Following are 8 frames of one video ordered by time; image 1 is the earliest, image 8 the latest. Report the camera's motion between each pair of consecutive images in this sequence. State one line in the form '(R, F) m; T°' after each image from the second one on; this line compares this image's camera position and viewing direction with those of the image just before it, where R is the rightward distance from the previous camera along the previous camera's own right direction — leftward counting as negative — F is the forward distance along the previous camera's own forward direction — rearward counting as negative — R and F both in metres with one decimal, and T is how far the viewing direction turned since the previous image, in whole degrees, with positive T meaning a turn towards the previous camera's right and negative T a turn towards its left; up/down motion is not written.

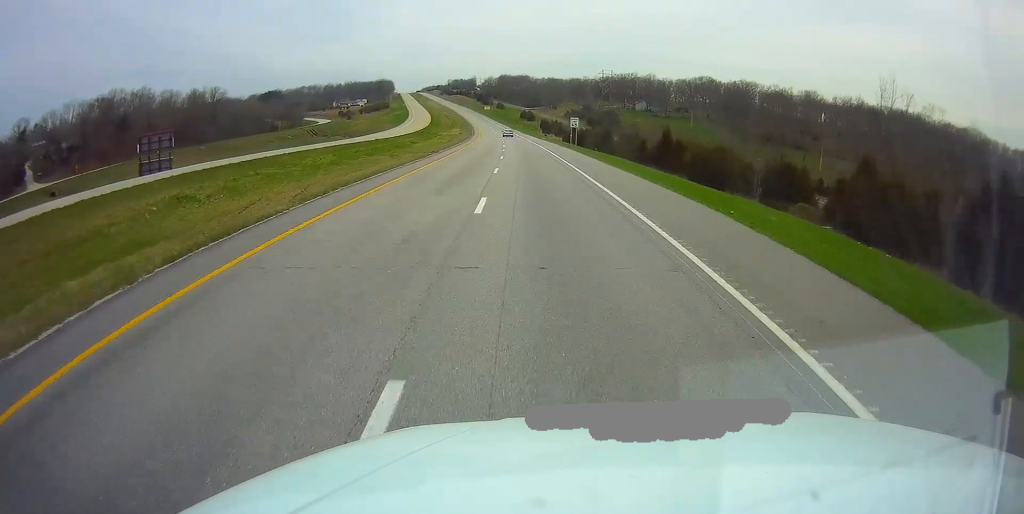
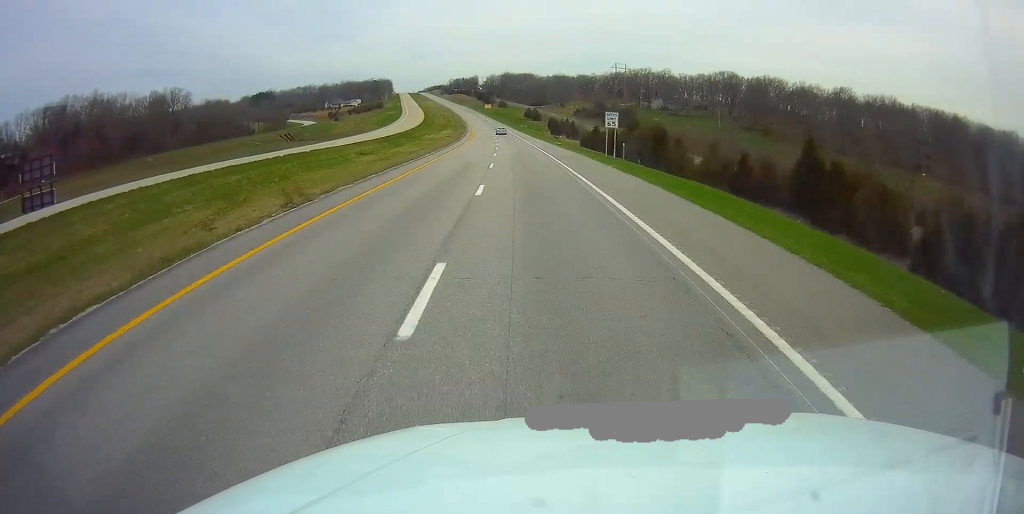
(-0.2, +32.8) m; -1°
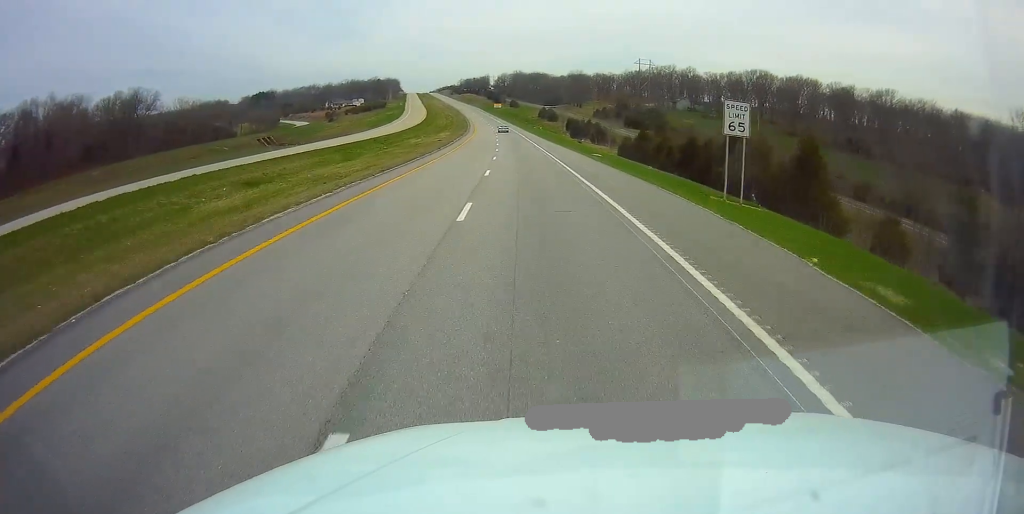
(-0.2, +29.7) m; -1°
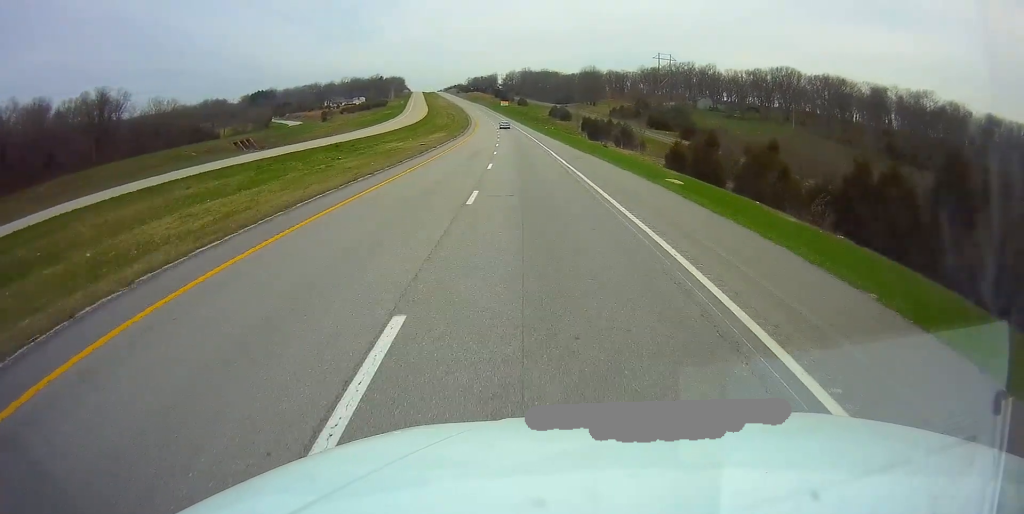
(-0.3, +22.2) m; -1°
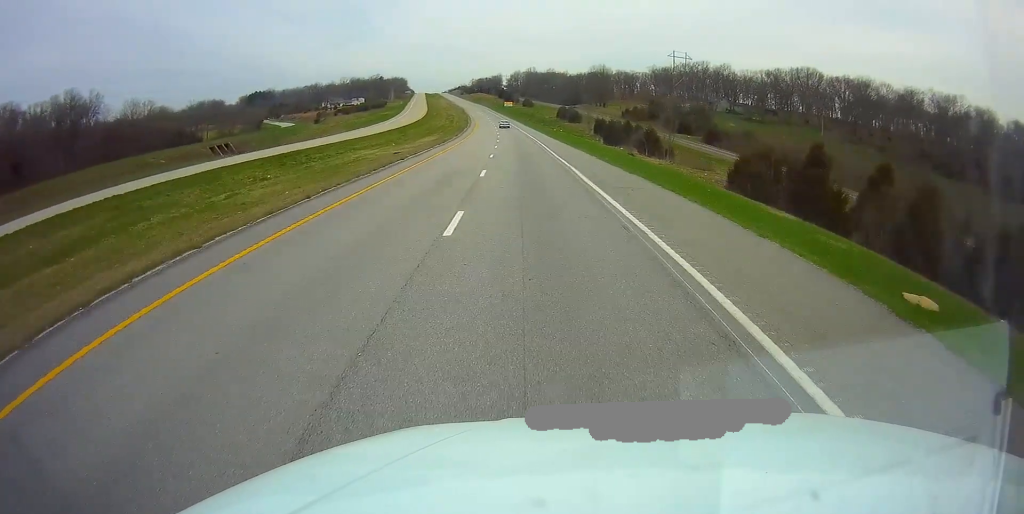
(0.0, +16.9) m; -1°
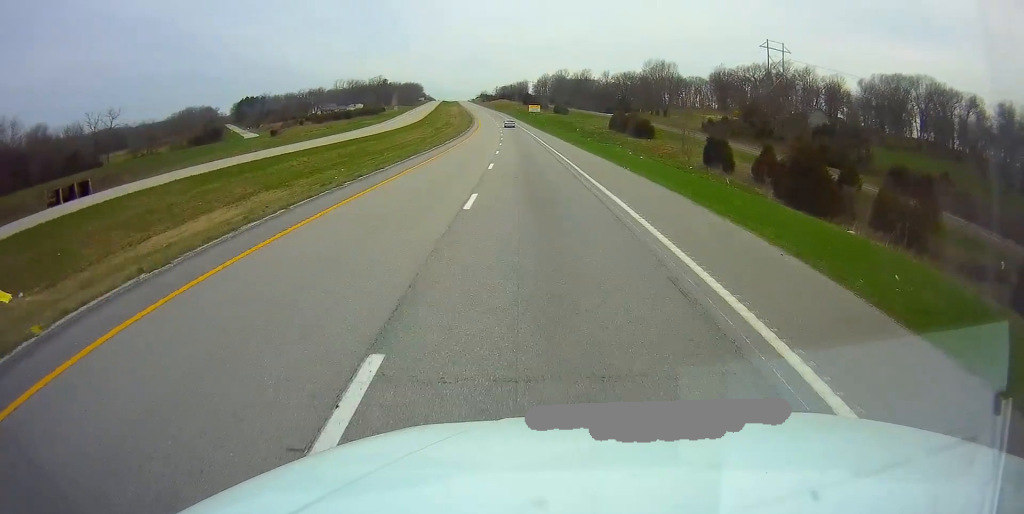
(-1.5, +70.2) m; -3°
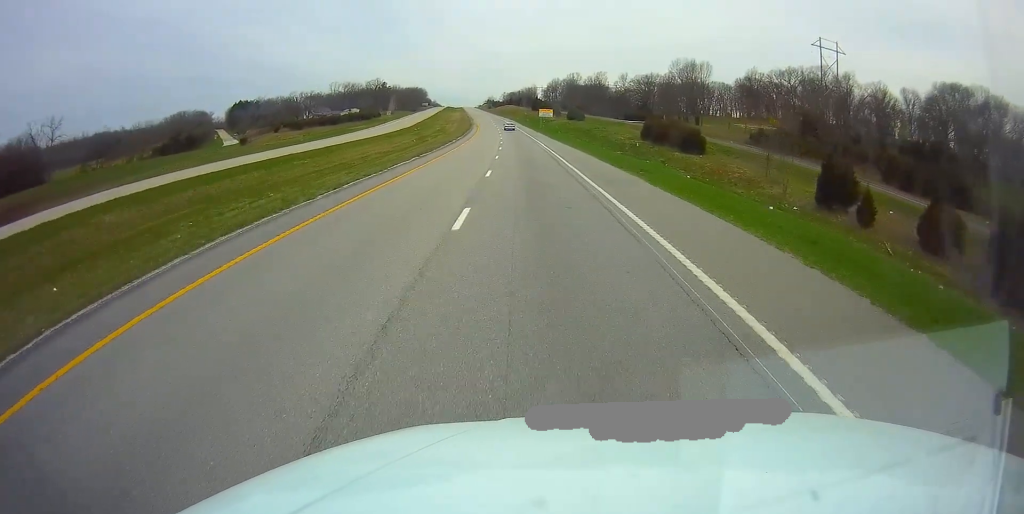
(-0.3, +27.0) m; -1°
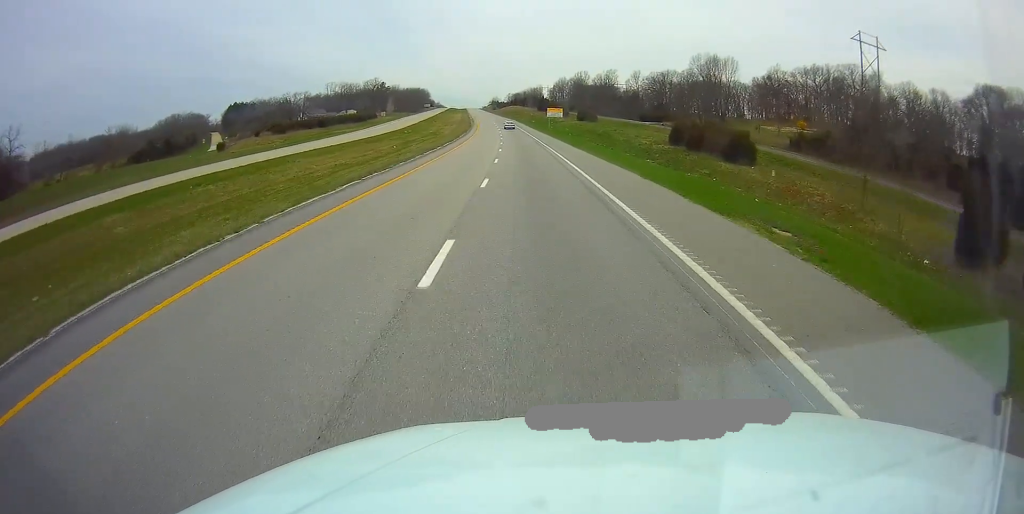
(-0.1, +16.5) m; 0°
